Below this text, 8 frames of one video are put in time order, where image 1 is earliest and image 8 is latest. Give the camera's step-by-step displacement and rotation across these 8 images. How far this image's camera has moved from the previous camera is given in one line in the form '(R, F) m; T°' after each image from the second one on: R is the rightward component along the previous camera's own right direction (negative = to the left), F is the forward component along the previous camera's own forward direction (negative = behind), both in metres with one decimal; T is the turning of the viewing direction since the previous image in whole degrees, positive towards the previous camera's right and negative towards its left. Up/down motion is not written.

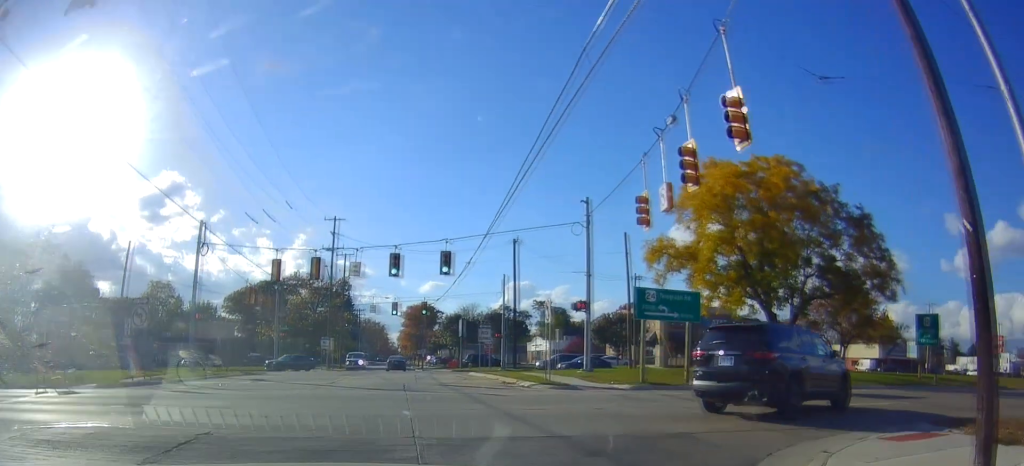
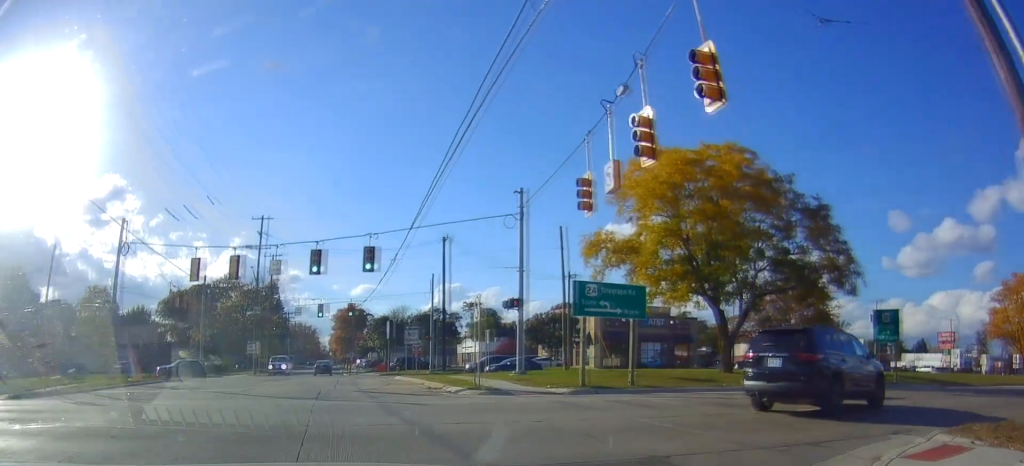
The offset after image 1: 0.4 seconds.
(+0.1, +2.5) m; +5°
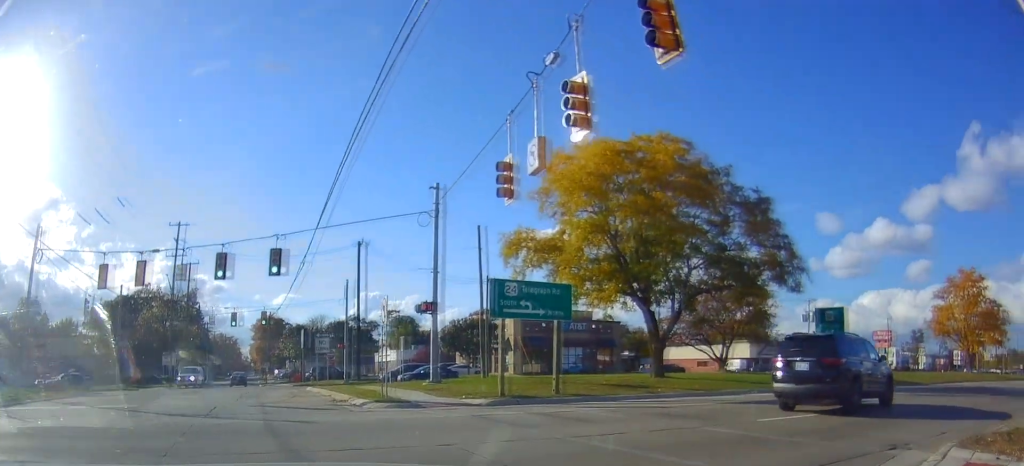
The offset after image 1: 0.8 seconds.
(+0.1, +2.3) m; +5°
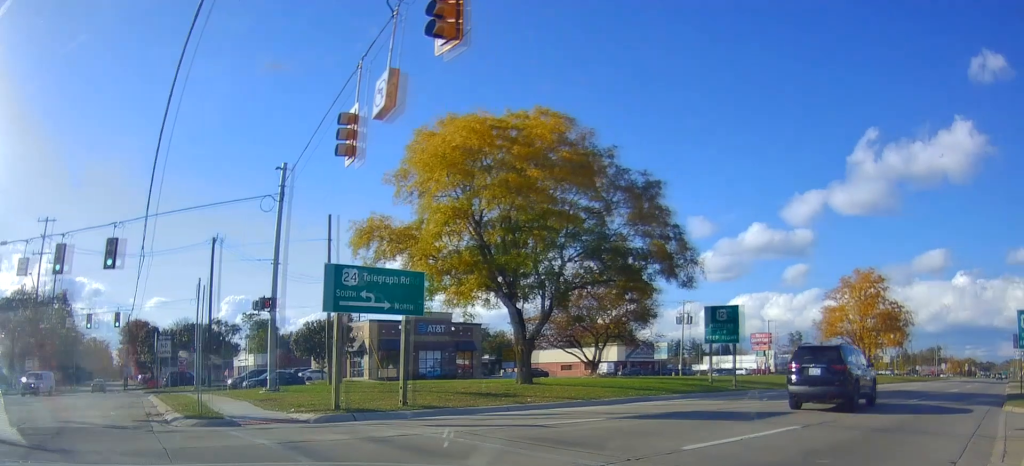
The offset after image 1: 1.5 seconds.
(-0.1, +3.7) m; +7°
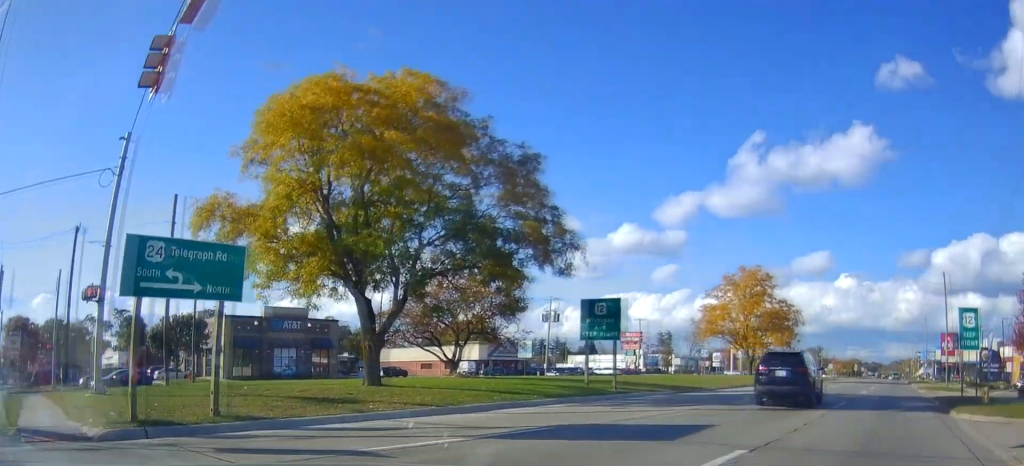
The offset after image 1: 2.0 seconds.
(+0.5, +3.4) m; +16°
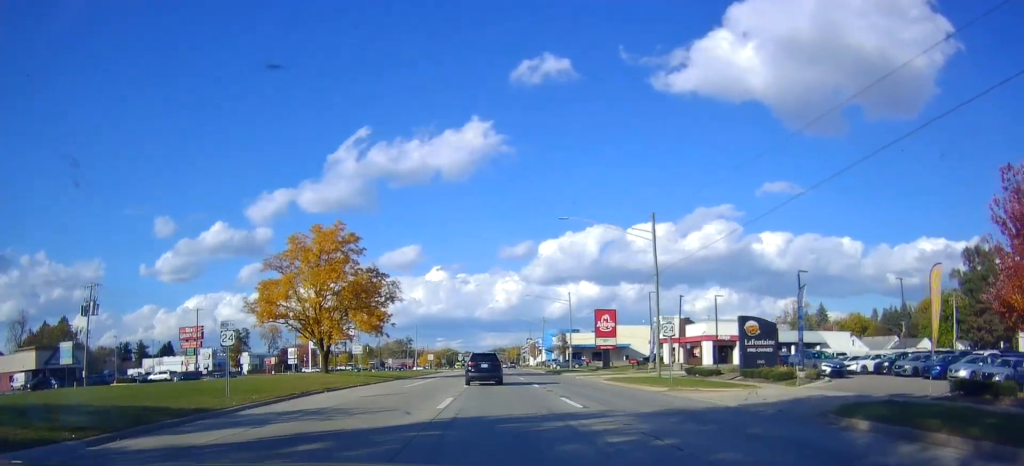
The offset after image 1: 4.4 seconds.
(+9.2, +16.7) m; +45°
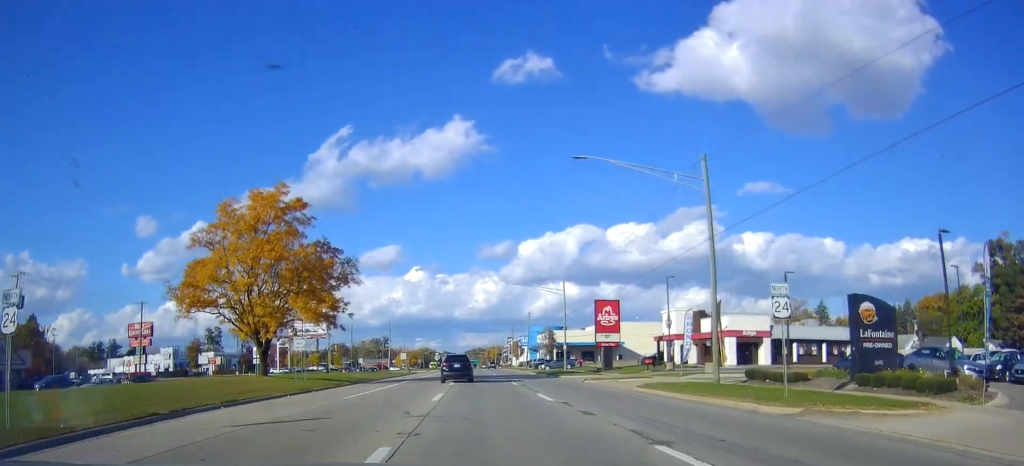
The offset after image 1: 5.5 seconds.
(+1.3, +11.7) m; +3°
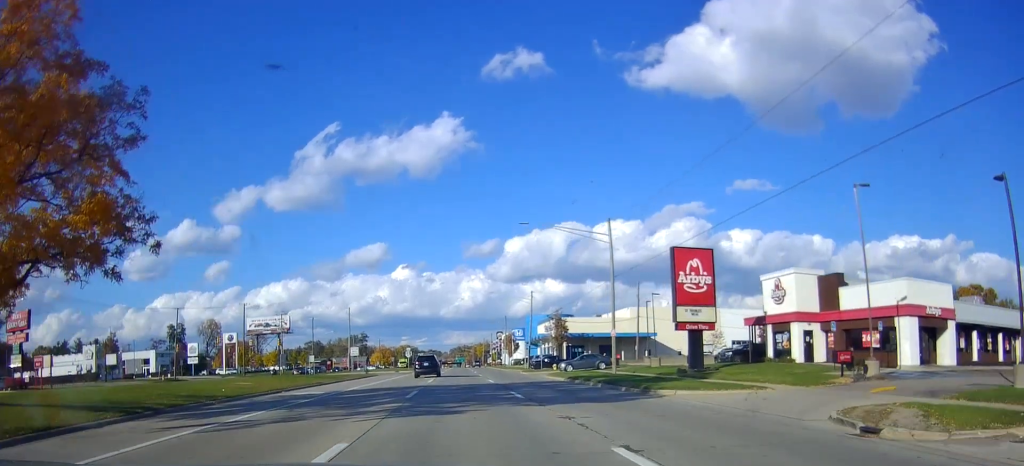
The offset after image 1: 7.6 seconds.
(+0.5, +29.1) m; +4°
